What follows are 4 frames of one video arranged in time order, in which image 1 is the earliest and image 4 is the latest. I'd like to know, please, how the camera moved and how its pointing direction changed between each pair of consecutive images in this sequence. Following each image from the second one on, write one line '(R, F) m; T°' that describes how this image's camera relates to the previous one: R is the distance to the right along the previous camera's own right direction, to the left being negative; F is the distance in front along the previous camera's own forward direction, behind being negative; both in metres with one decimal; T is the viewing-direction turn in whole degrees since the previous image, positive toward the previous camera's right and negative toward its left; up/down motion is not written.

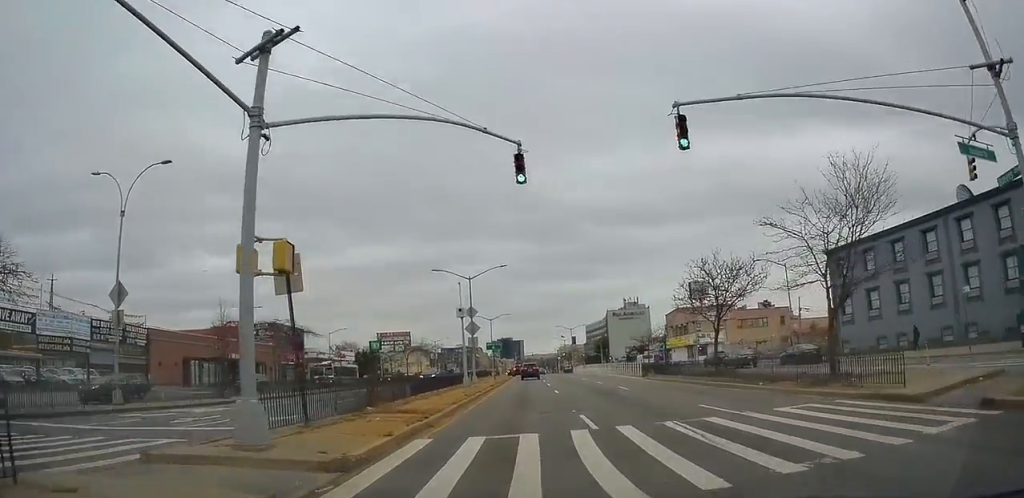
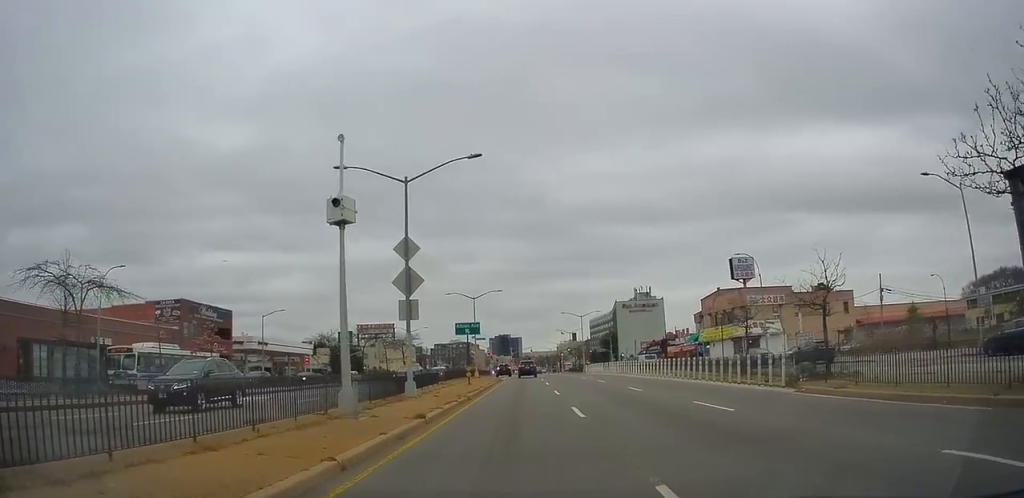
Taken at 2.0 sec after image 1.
(+0.8, +24.1) m; 0°
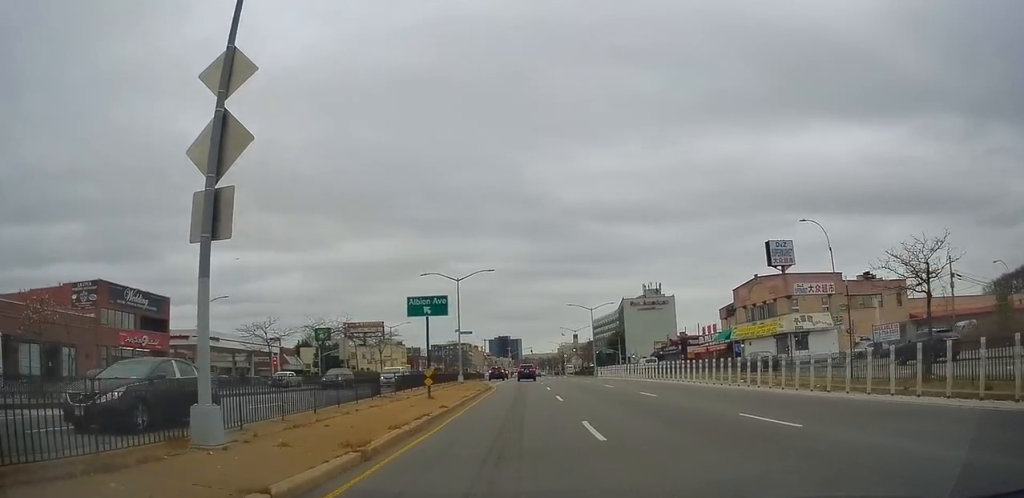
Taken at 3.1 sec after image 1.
(-0.4, +14.1) m; 0°
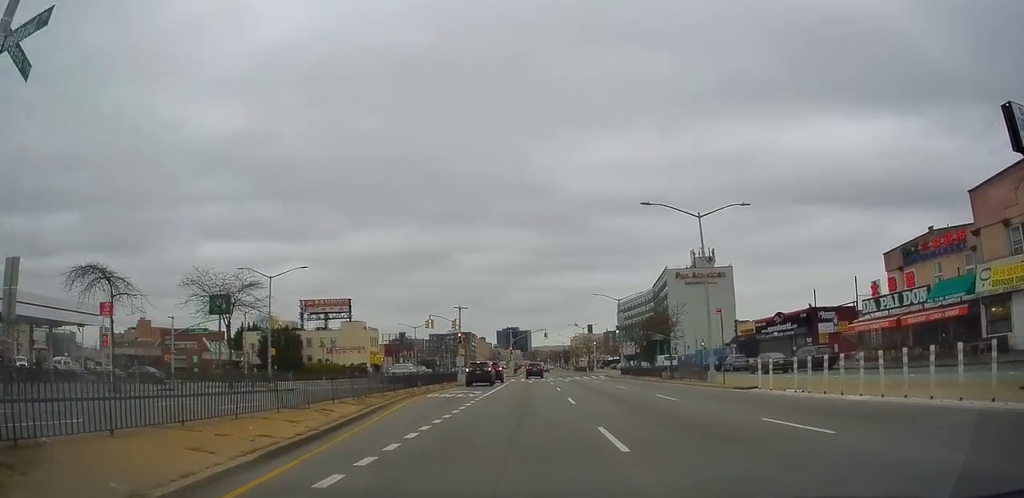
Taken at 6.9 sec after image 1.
(-0.1, +43.6) m; 0°
